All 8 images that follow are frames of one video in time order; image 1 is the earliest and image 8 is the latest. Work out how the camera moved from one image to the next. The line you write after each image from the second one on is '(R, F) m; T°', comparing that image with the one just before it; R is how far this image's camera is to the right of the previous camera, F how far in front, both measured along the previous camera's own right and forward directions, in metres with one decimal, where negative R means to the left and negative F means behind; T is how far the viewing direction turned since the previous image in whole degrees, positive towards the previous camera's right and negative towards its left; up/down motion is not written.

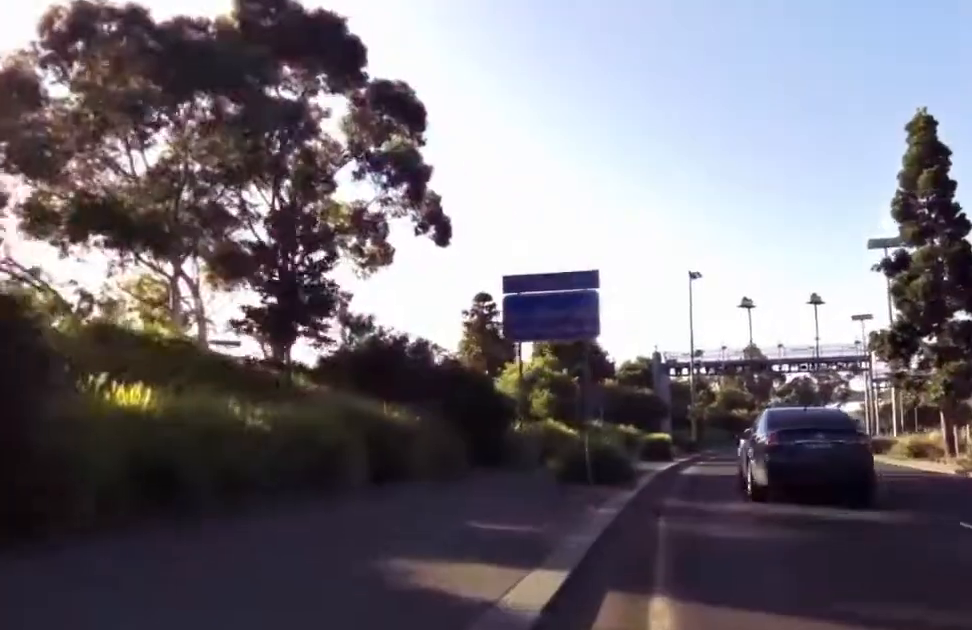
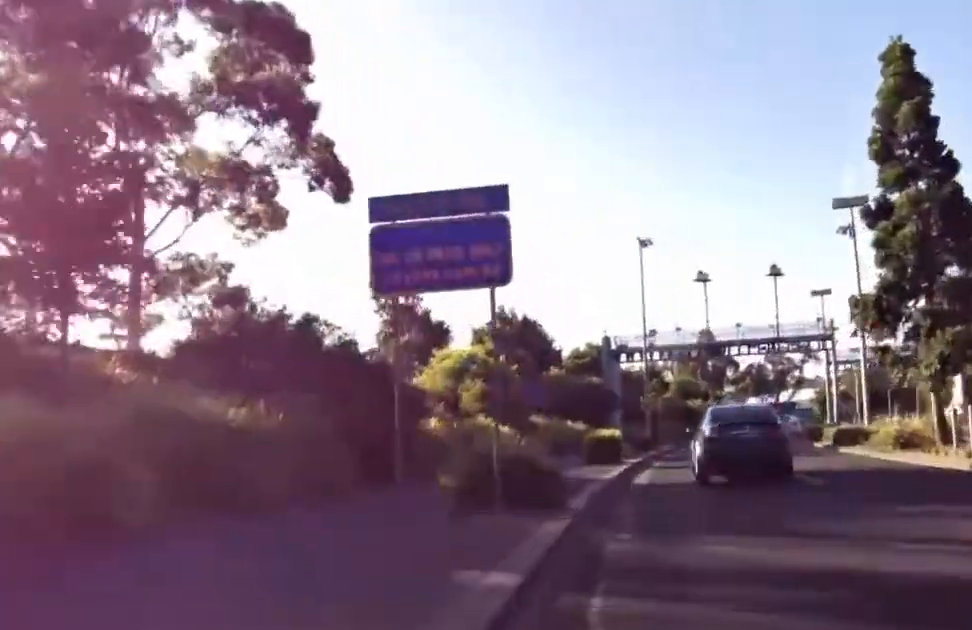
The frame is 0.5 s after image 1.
(-0.1, +4.3) m; -3°
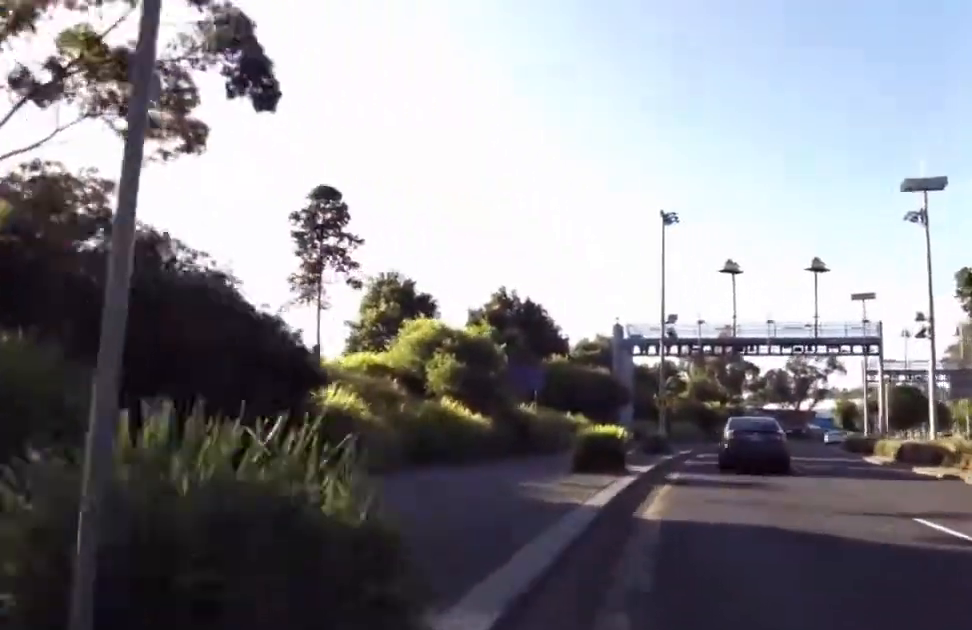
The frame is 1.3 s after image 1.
(-0.4, +7.4) m; +2°
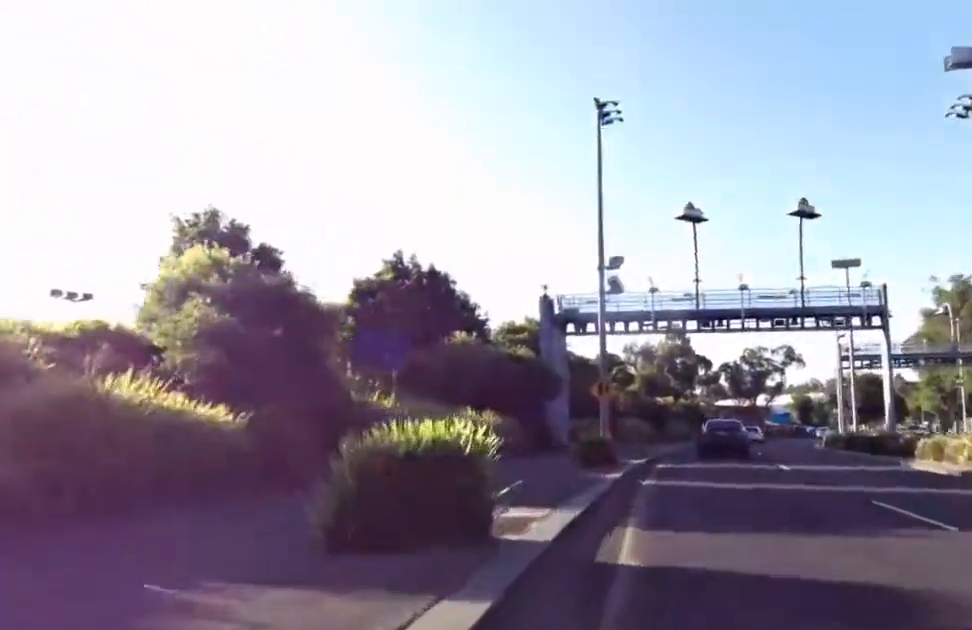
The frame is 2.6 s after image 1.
(+1.0, +11.7) m; +7°
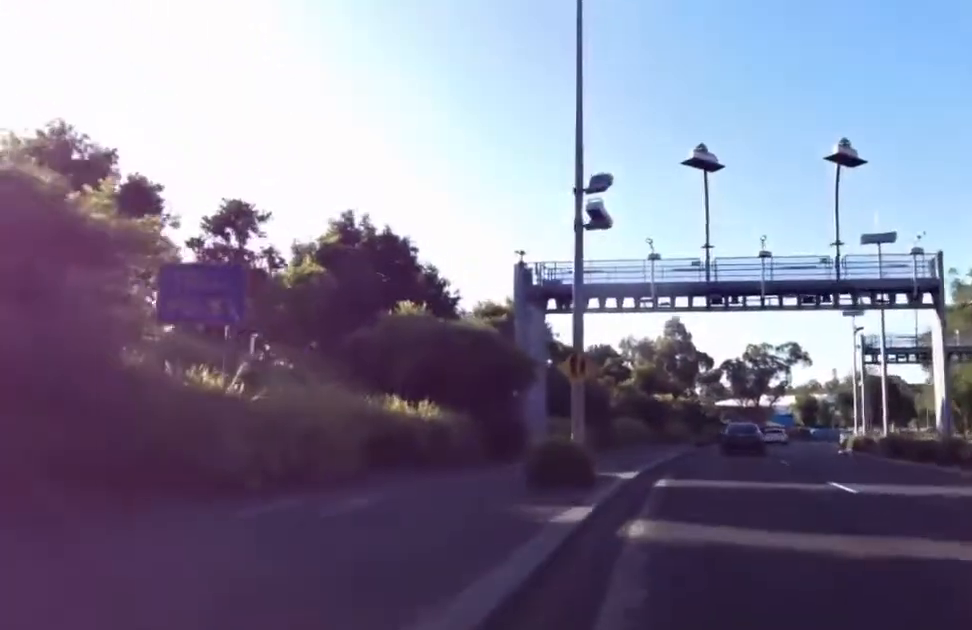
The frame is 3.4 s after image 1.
(0.0, +7.2) m; -2°
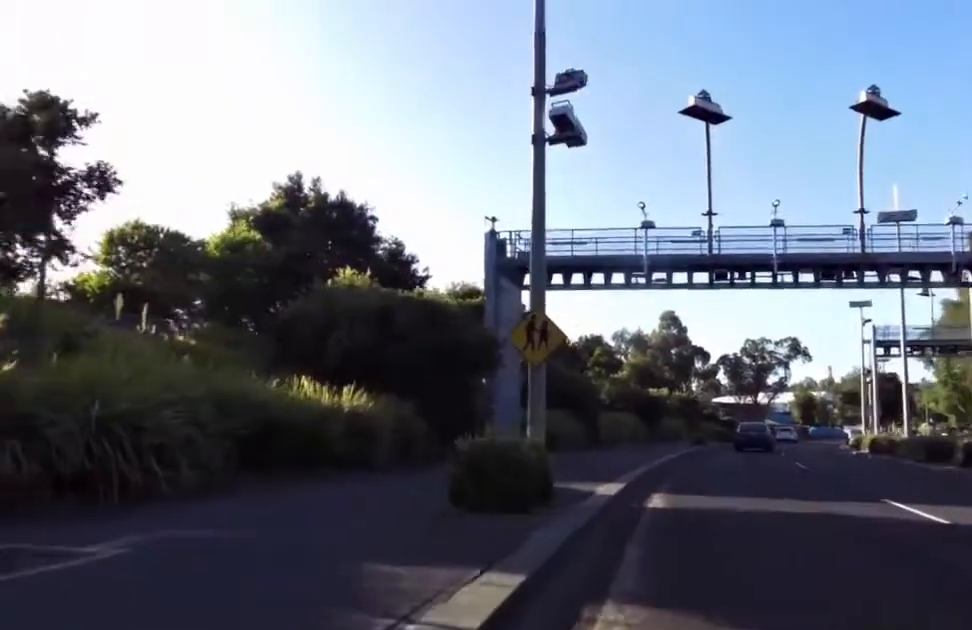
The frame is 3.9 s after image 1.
(-0.1, +4.4) m; 0°
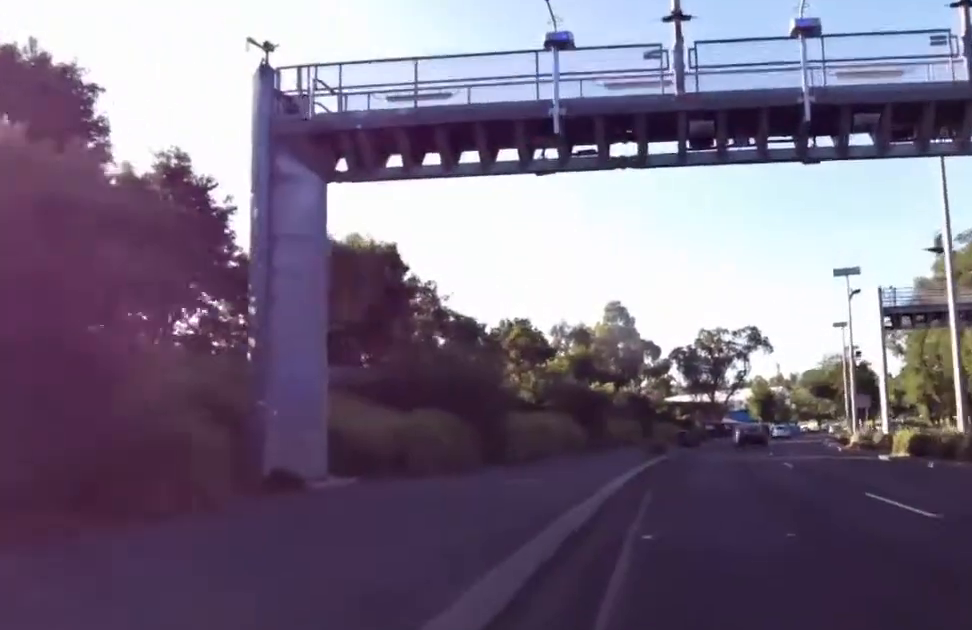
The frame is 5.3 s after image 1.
(+0.1, +12.5) m; +5°
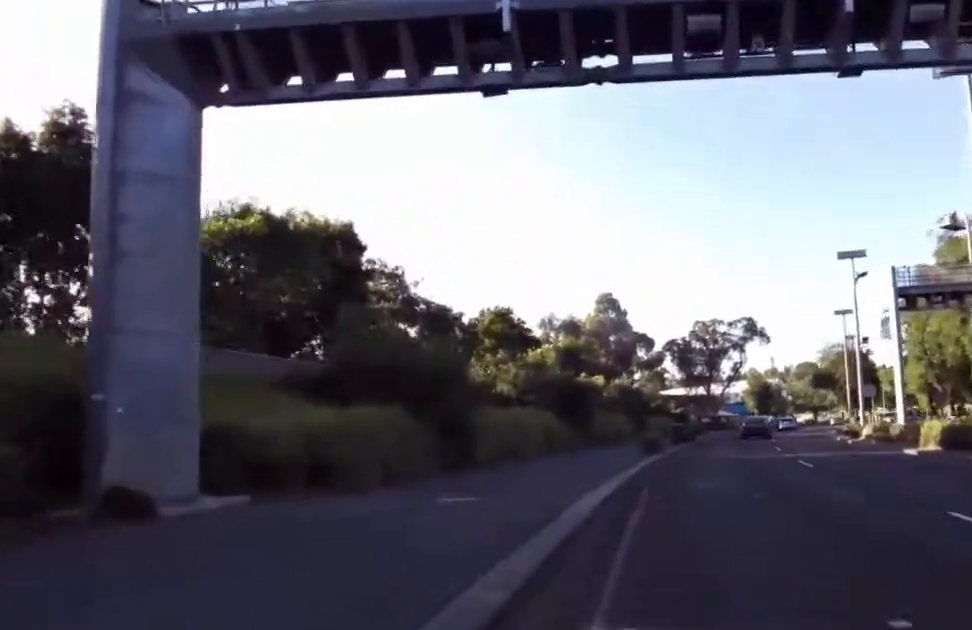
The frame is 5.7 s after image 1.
(0.0, +3.6) m; +2°
